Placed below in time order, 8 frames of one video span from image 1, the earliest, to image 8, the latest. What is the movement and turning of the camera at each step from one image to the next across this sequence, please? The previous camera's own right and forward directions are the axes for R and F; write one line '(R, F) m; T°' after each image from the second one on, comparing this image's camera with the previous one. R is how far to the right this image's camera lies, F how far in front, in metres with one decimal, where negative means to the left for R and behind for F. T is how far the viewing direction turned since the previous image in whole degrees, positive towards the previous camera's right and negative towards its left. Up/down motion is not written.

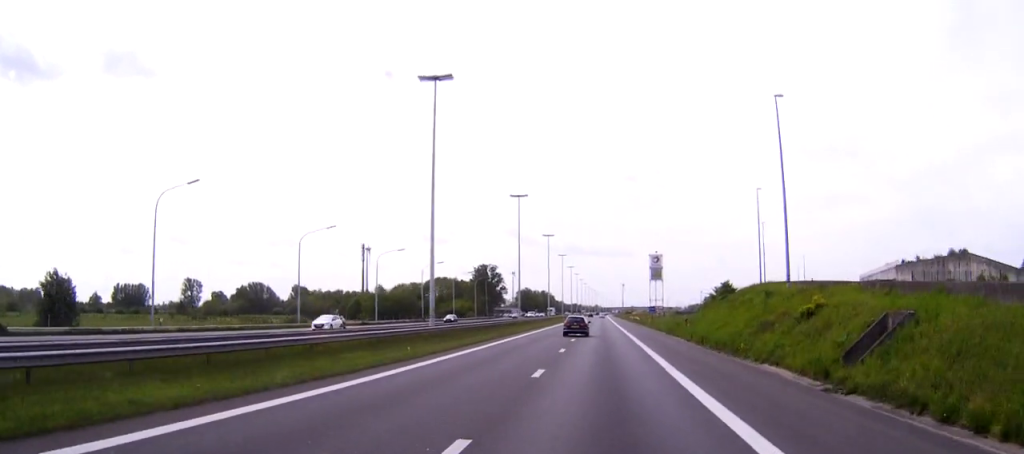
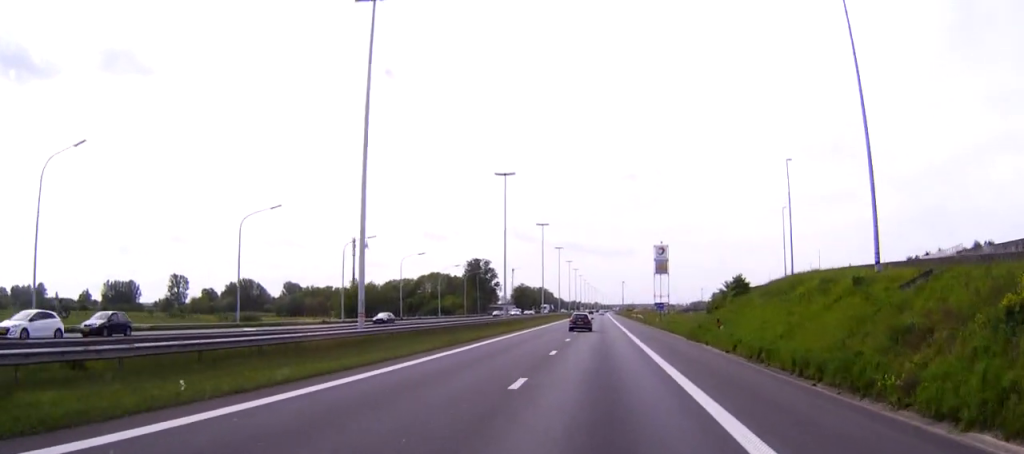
(0.0, +16.2) m; 0°
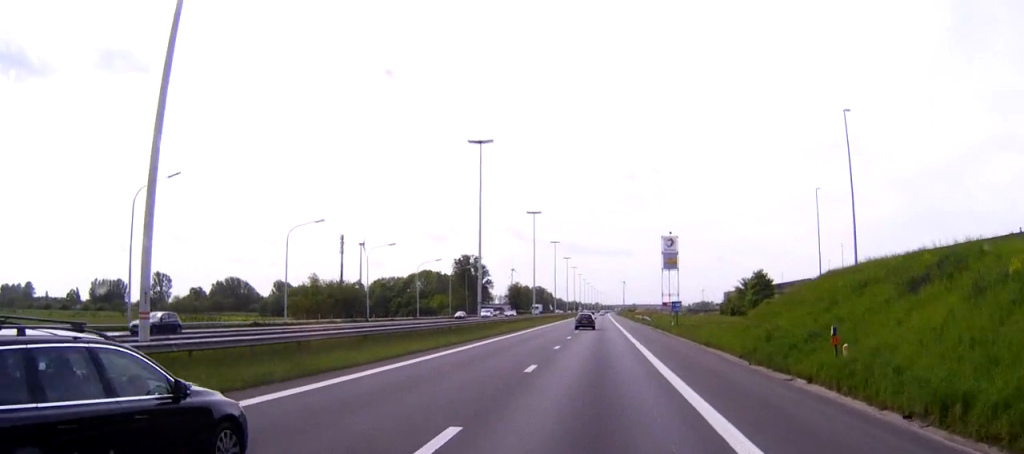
(0.0, +20.3) m; 0°
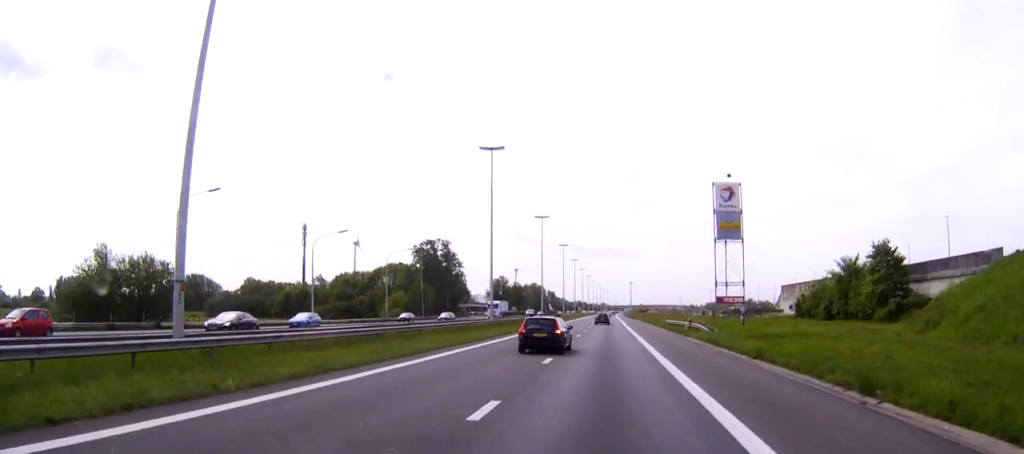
(-0.4, +59.2) m; -1°
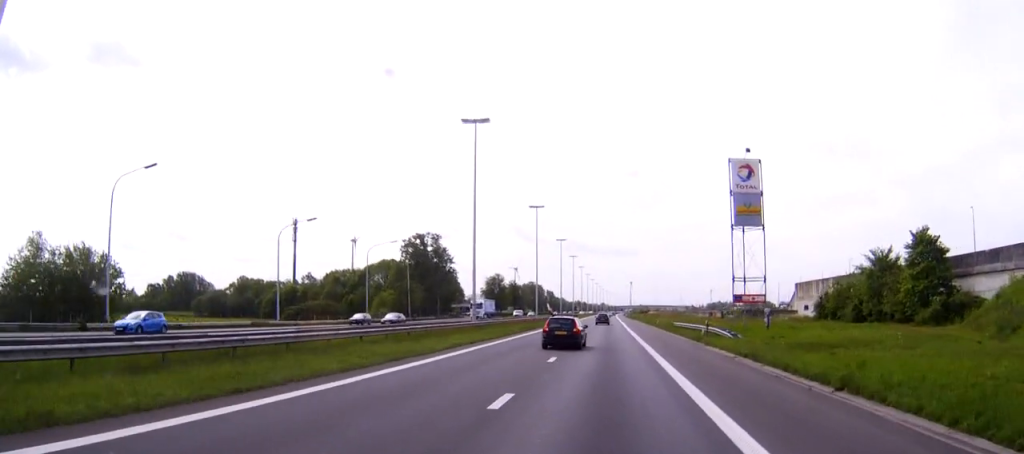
(0.0, +10.5) m; 0°
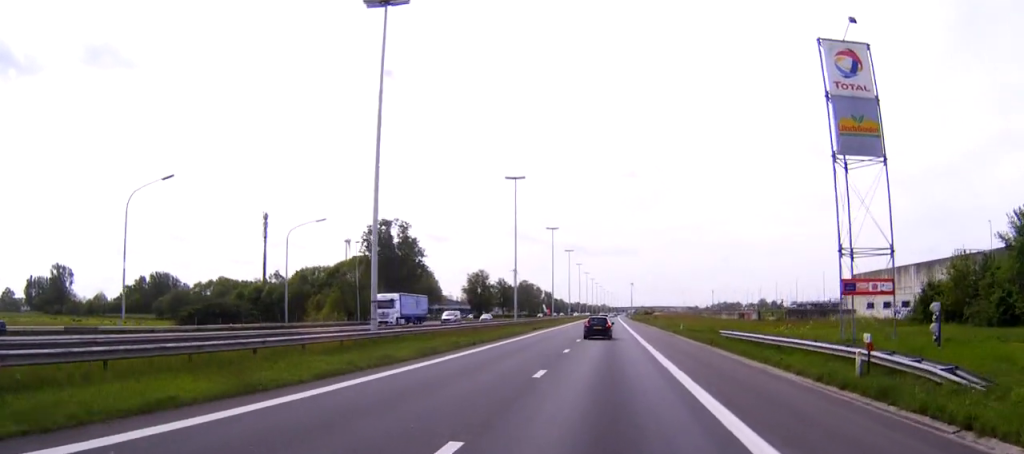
(0.0, +30.8) m; 0°
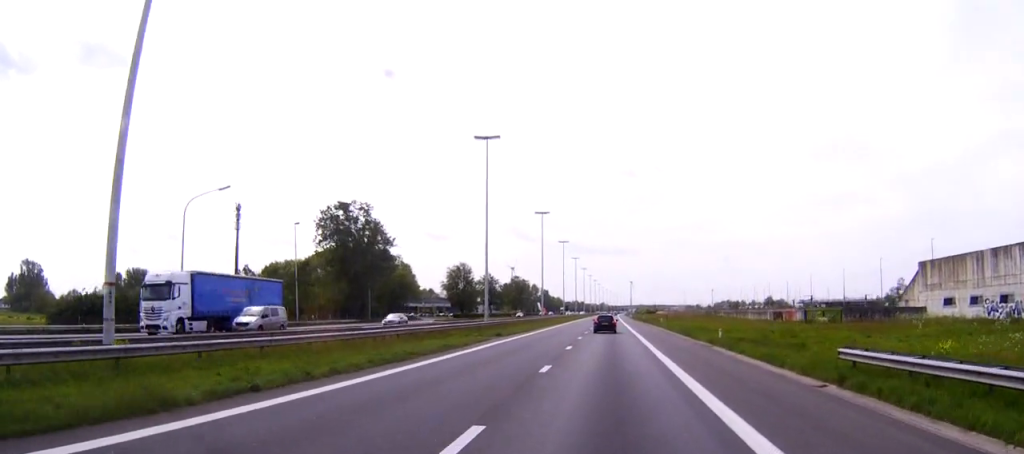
(0.0, +23.5) m; 0°
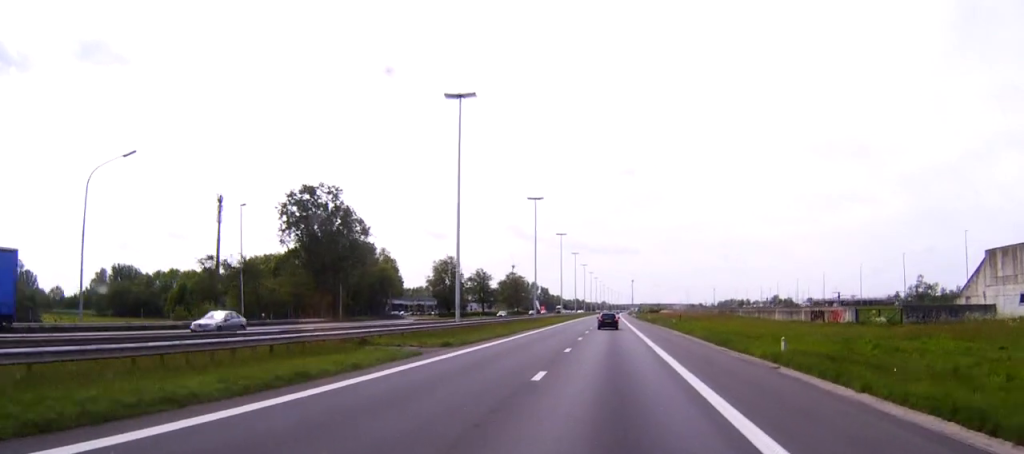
(0.0, +15.3) m; 0°
